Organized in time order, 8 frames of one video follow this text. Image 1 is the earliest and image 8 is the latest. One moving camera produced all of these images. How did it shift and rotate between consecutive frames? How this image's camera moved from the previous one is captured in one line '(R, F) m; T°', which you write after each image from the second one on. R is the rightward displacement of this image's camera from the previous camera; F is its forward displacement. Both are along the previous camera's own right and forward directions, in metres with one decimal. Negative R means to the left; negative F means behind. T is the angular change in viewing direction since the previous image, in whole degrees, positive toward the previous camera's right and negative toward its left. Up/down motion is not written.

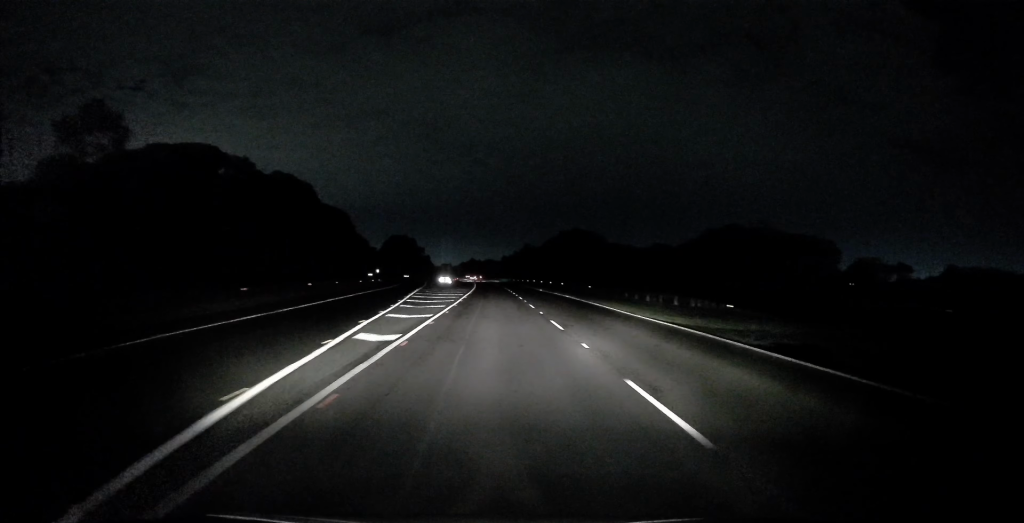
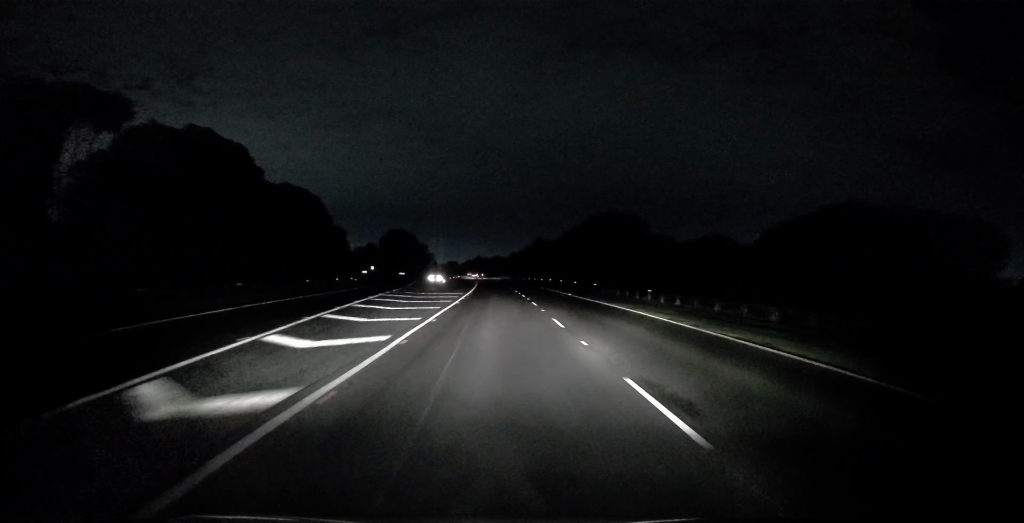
(+0.3, +25.9) m; +1°
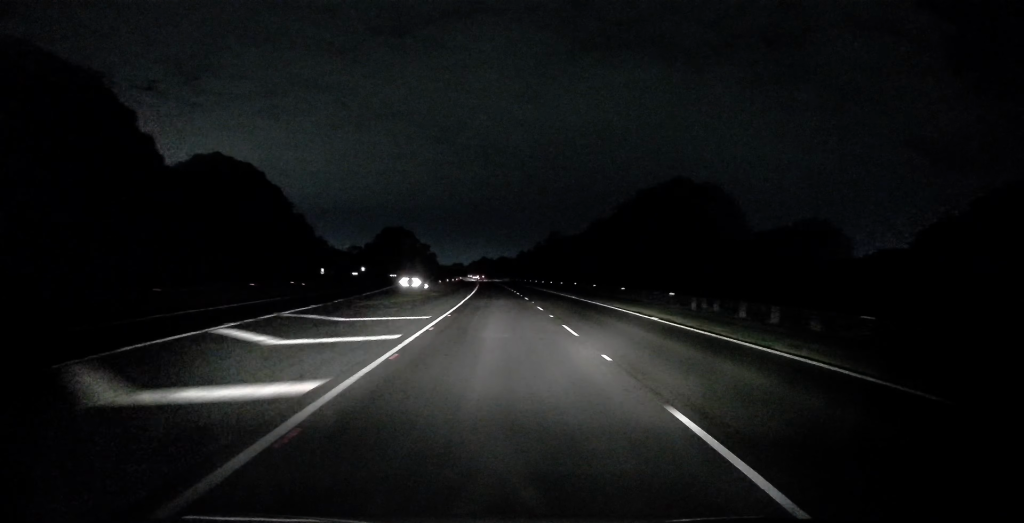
(+0.3, +28.0) m; +1°
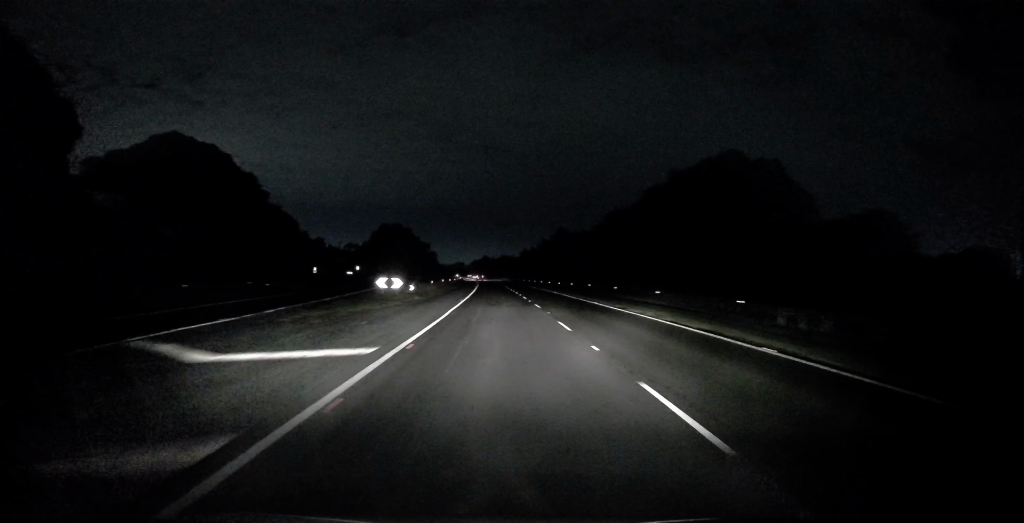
(+0.1, +11.4) m; 0°
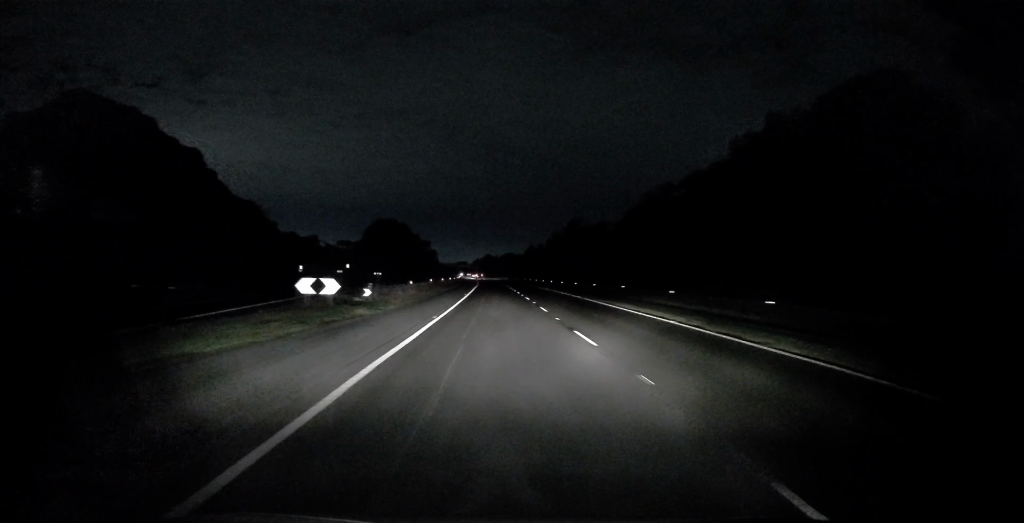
(-0.1, +14.4) m; -1°
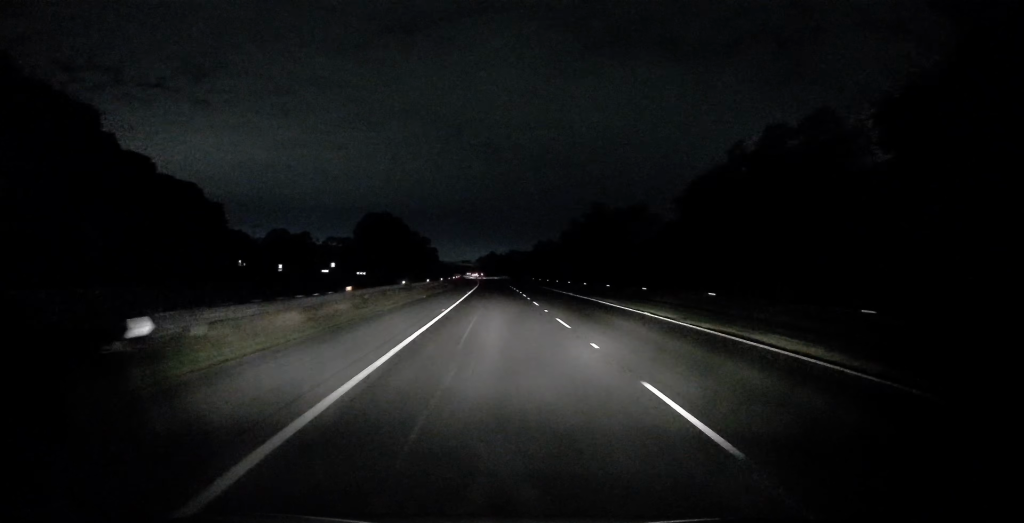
(-0.1, +17.5) m; 0°
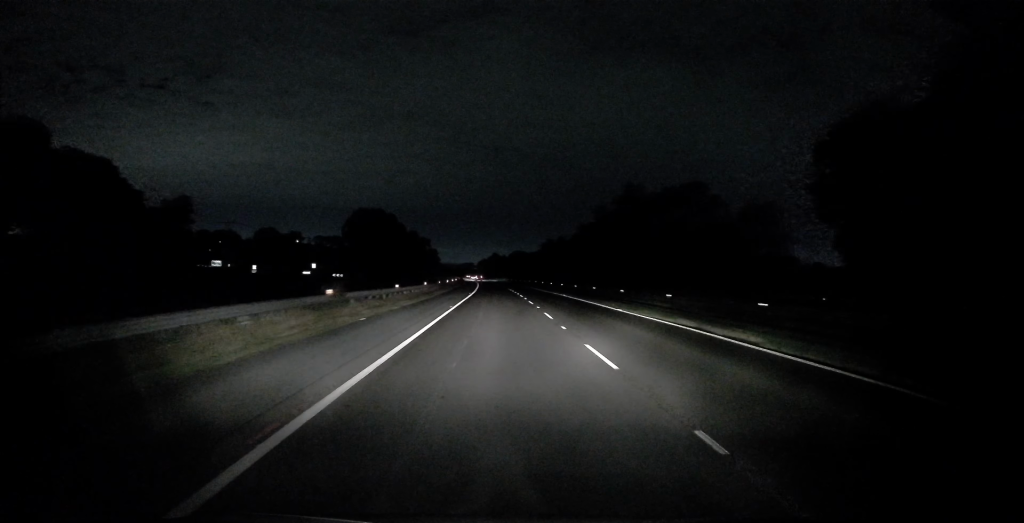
(-0.1, +16.1) m; +1°
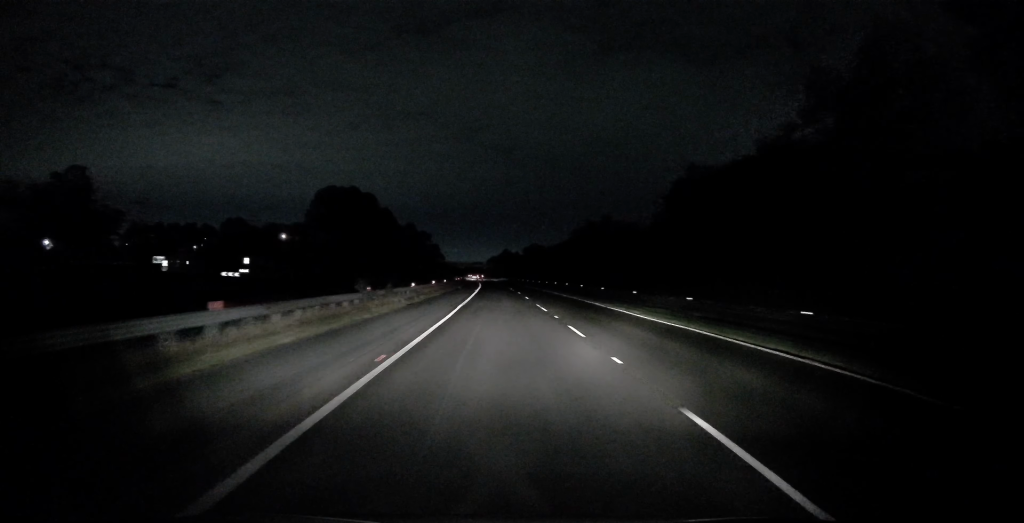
(+1.0, +37.7) m; +2°
